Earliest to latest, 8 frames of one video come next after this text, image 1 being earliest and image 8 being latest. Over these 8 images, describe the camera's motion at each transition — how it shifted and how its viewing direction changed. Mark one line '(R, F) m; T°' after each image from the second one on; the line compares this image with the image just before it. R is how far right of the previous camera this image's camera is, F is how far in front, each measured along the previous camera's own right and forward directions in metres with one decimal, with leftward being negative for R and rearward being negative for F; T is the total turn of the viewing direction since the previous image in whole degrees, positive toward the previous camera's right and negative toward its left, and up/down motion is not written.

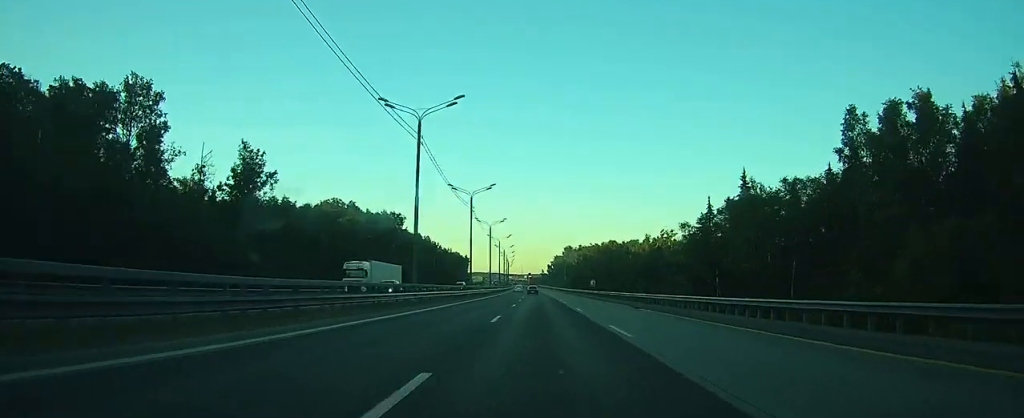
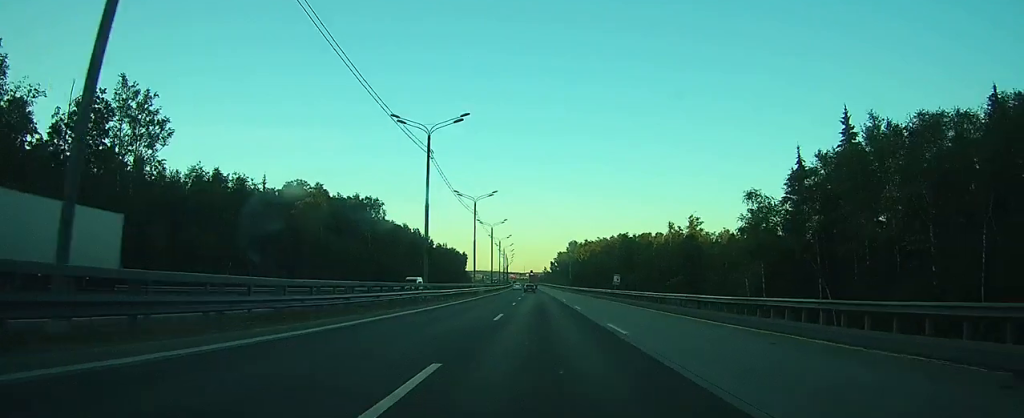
(-0.1, +31.3) m; 0°
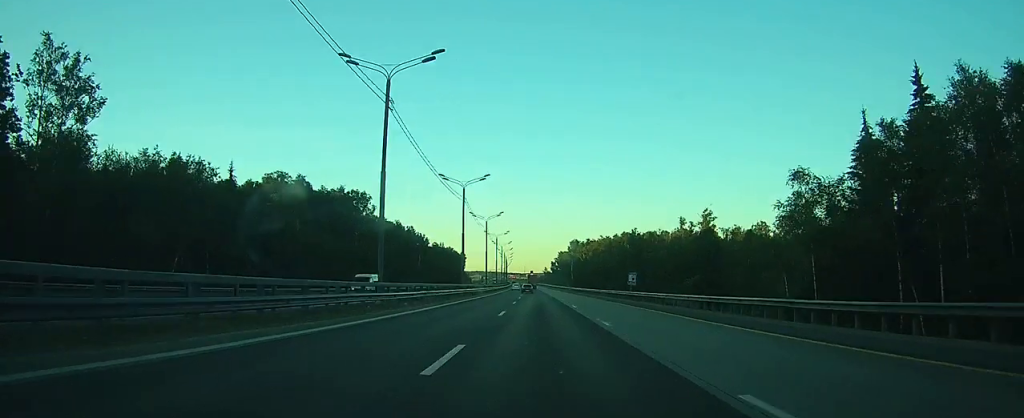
(0.0, +13.0) m; 0°
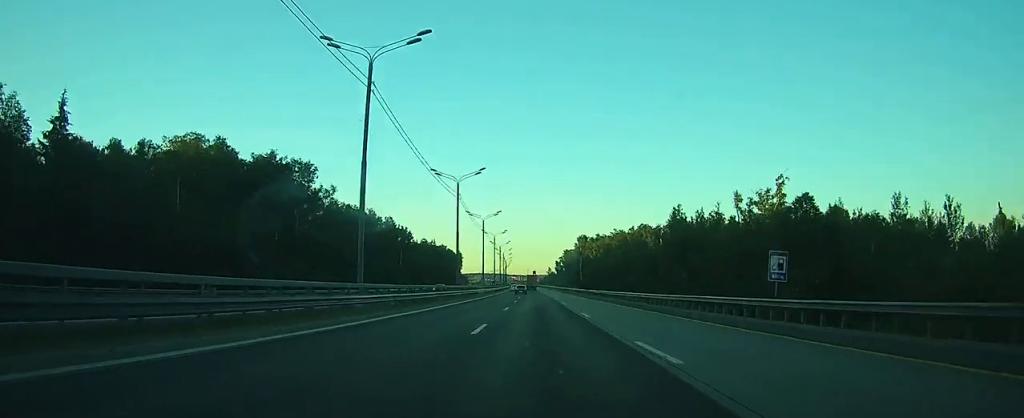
(-0.1, +41.2) m; 0°
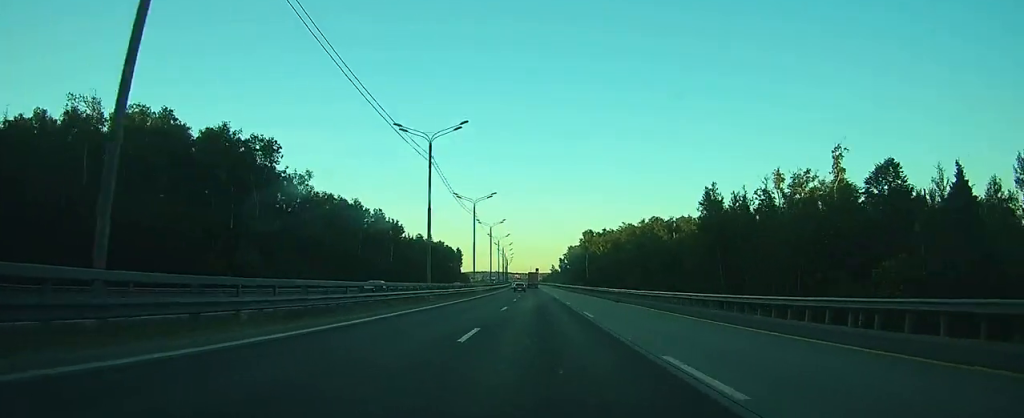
(+0.1, +18.5) m; 0°
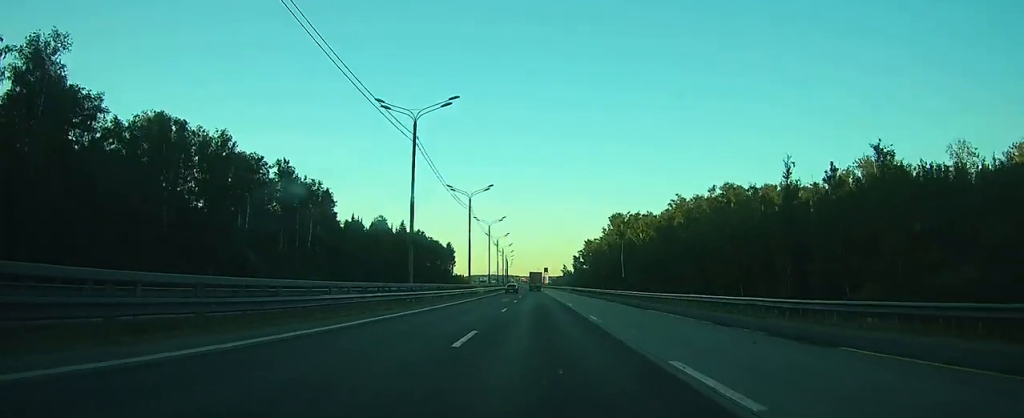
(-0.9, +80.4) m; -1°
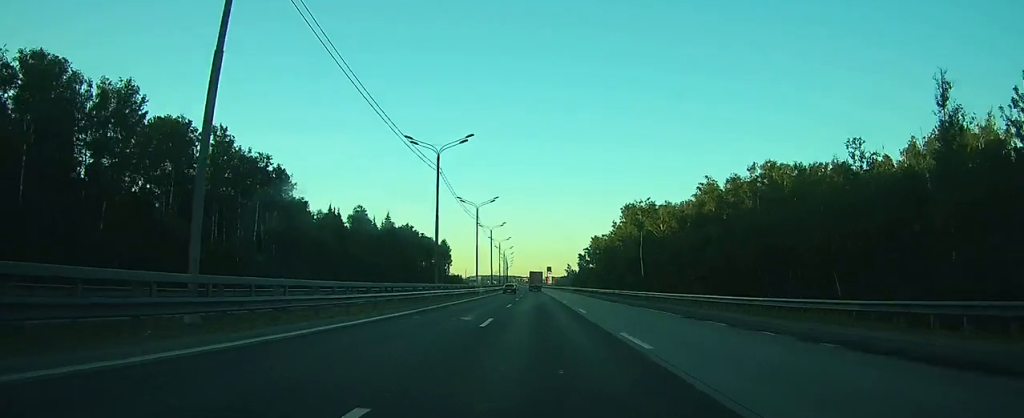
(-0.1, +26.1) m; 0°
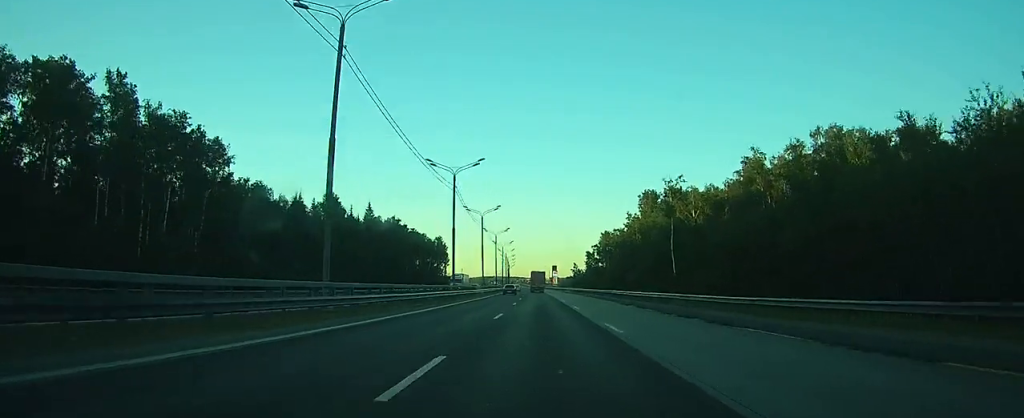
(-0.1, +27.2) m; 0°
